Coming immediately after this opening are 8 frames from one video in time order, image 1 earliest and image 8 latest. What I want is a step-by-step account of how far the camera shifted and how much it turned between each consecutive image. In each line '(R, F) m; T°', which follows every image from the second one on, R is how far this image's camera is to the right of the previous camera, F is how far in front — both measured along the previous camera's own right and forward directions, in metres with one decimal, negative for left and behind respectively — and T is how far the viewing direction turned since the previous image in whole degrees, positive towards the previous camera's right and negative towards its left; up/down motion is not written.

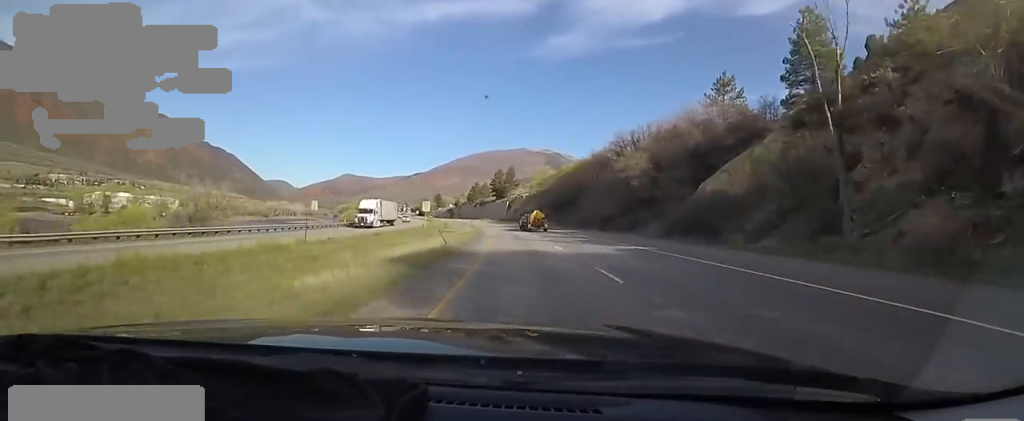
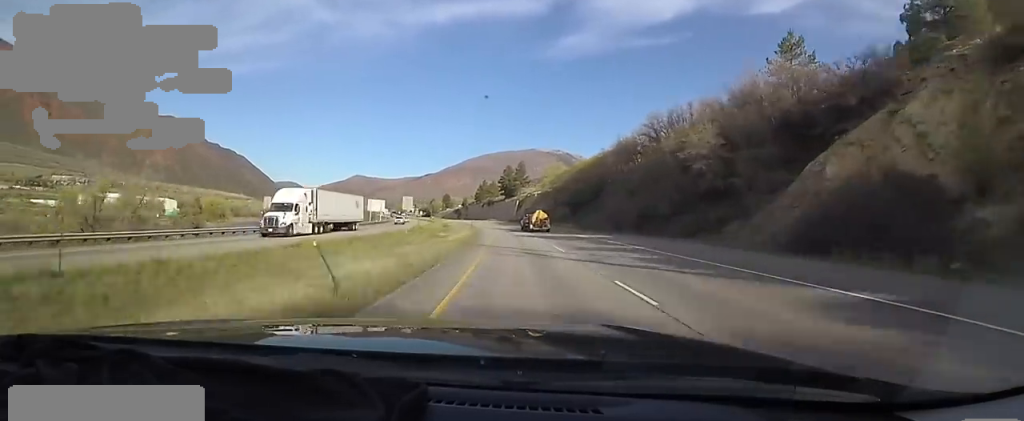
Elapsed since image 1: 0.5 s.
(-0.2, +14.6) m; -2°
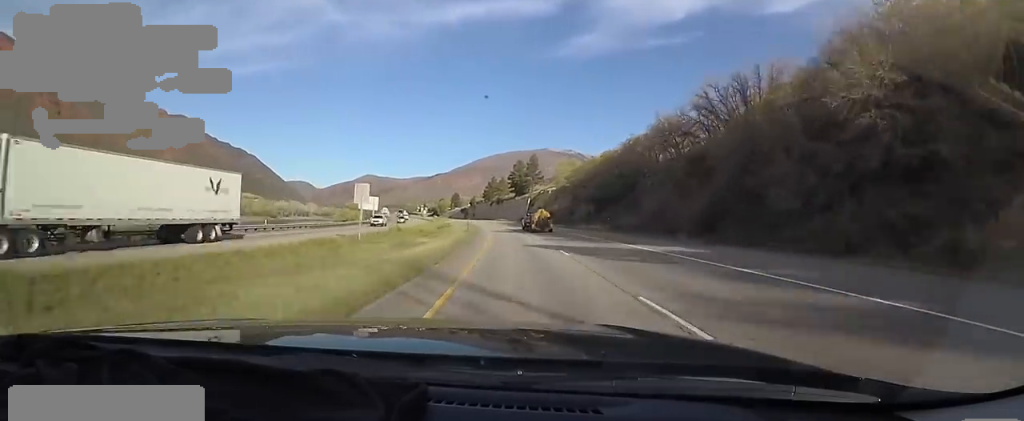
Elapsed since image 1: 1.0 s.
(-0.1, +15.7) m; -2°
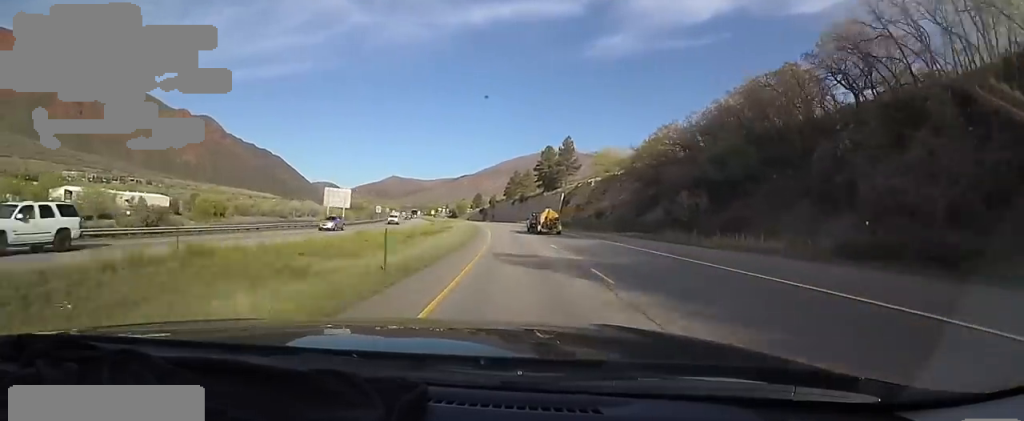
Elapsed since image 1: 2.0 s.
(-1.3, +33.3) m; -5°
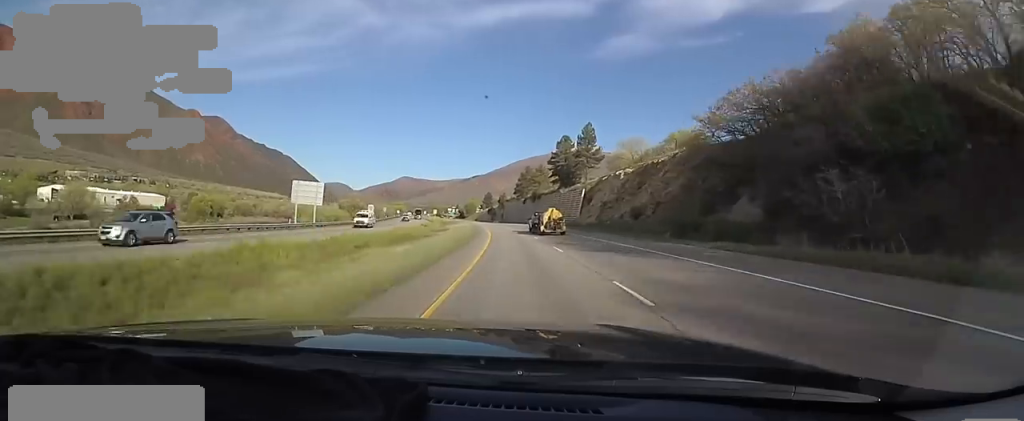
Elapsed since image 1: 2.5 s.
(-0.5, +15.6) m; -1°
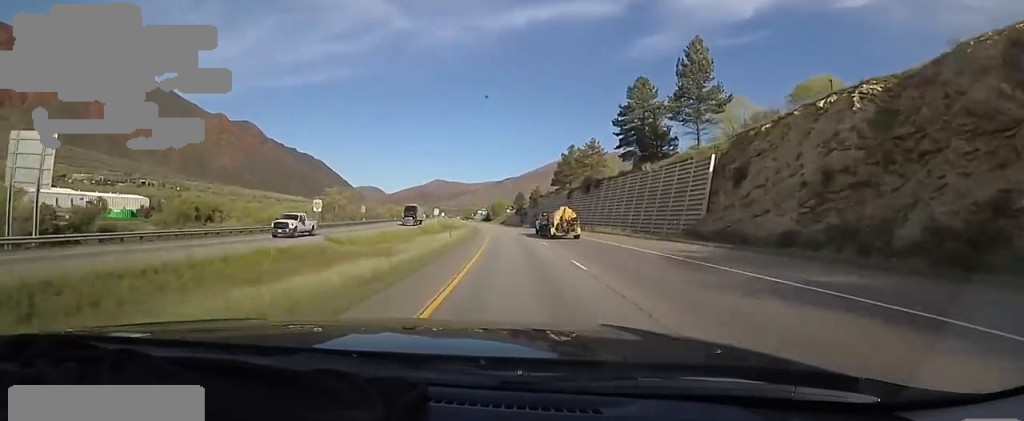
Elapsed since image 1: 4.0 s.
(-0.4, +44.8) m; -3°
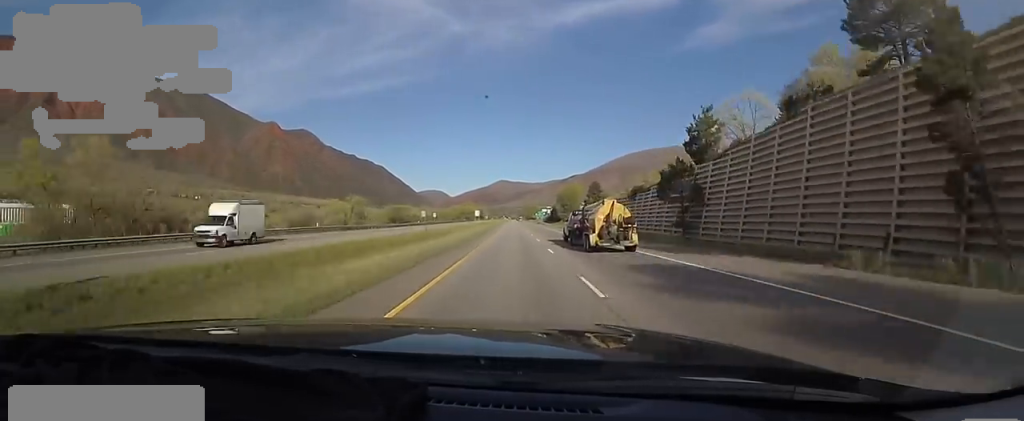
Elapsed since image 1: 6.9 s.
(-9.0, +93.3) m; -7°
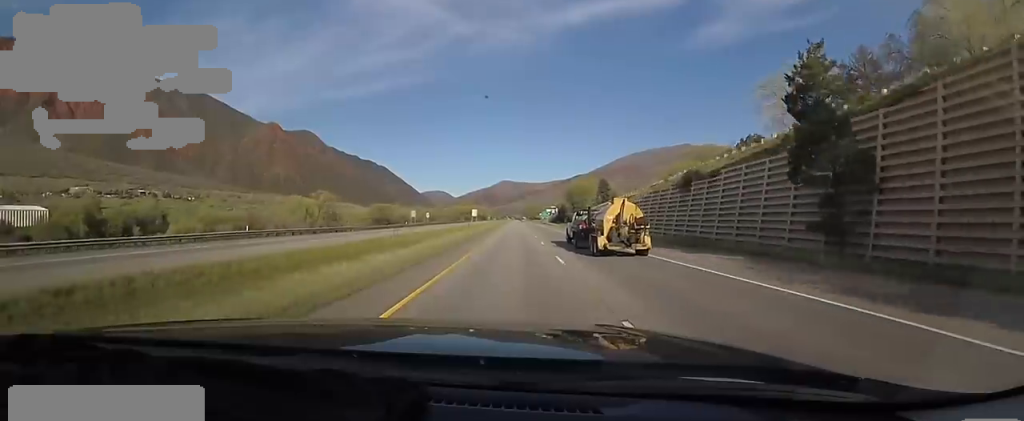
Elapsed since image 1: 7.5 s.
(0.0, +17.1) m; -1°
